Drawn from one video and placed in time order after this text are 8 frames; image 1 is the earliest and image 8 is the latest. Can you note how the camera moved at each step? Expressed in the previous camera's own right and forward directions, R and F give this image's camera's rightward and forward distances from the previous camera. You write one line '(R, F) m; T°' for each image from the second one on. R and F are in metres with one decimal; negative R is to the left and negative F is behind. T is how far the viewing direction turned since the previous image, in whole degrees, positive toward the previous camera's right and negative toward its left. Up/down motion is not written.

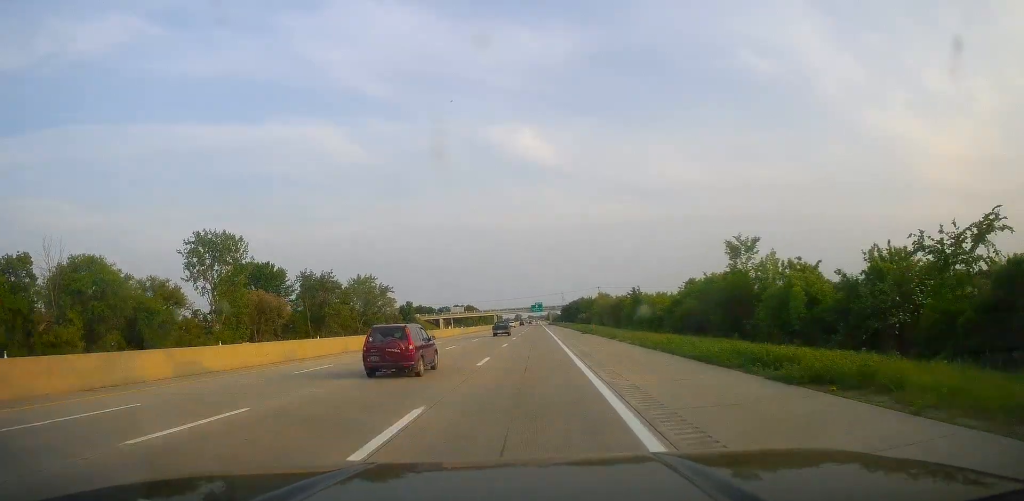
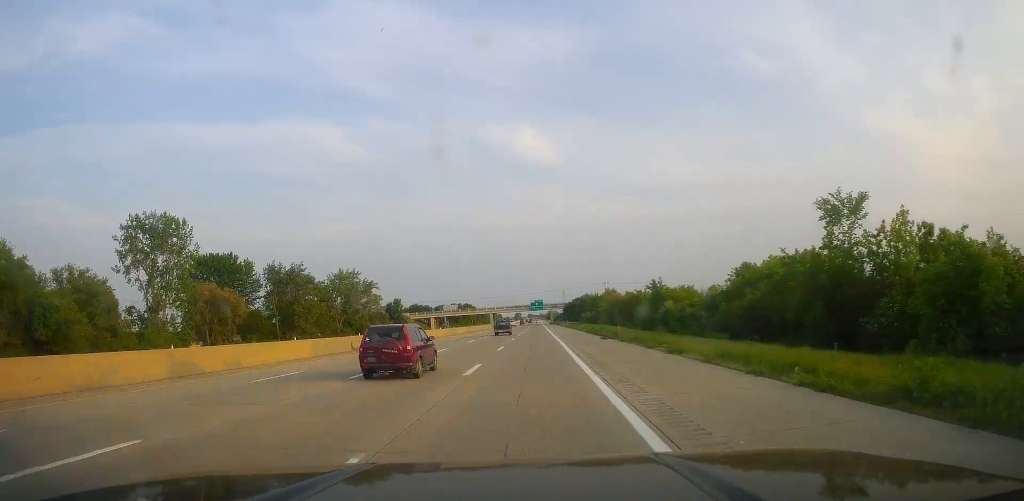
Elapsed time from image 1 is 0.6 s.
(0.0, +19.8) m; -1°
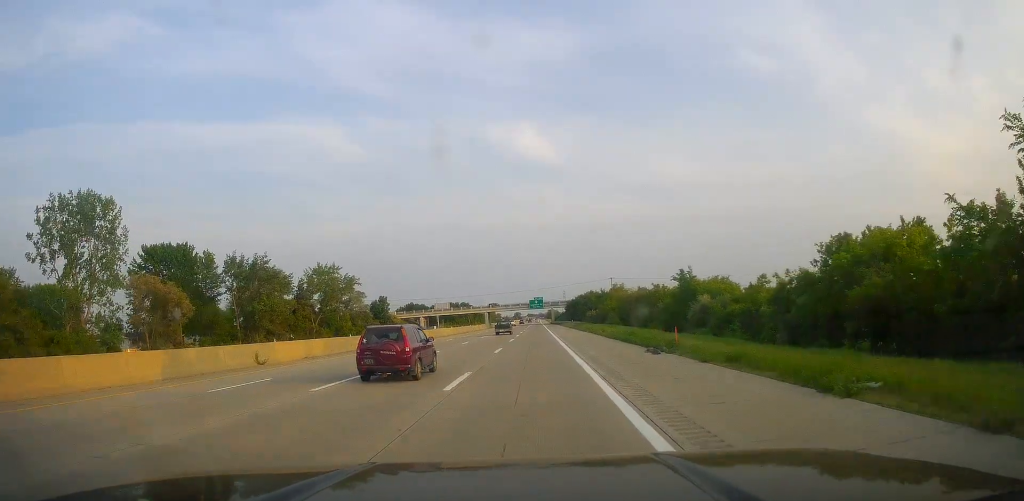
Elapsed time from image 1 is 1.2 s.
(-0.1, +18.8) m; -1°
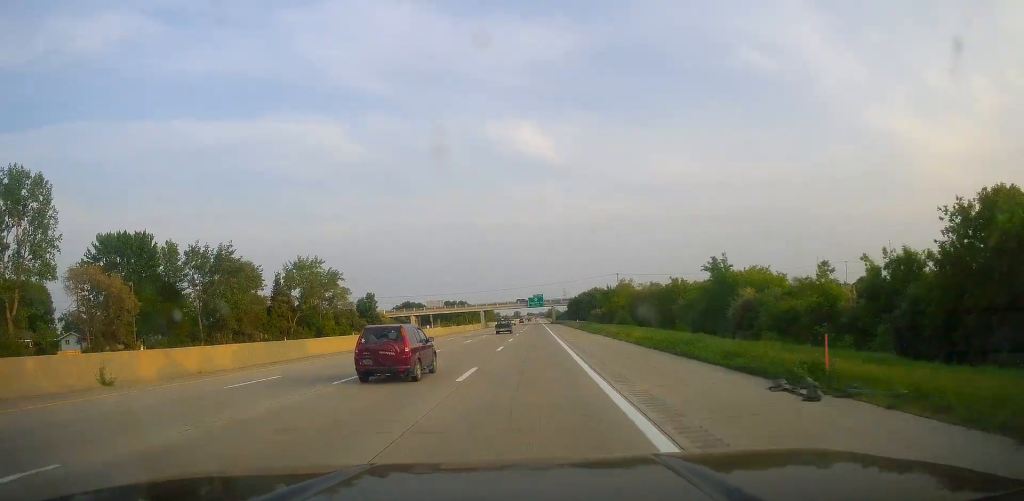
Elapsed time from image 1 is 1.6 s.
(-0.3, +14.4) m; 0°
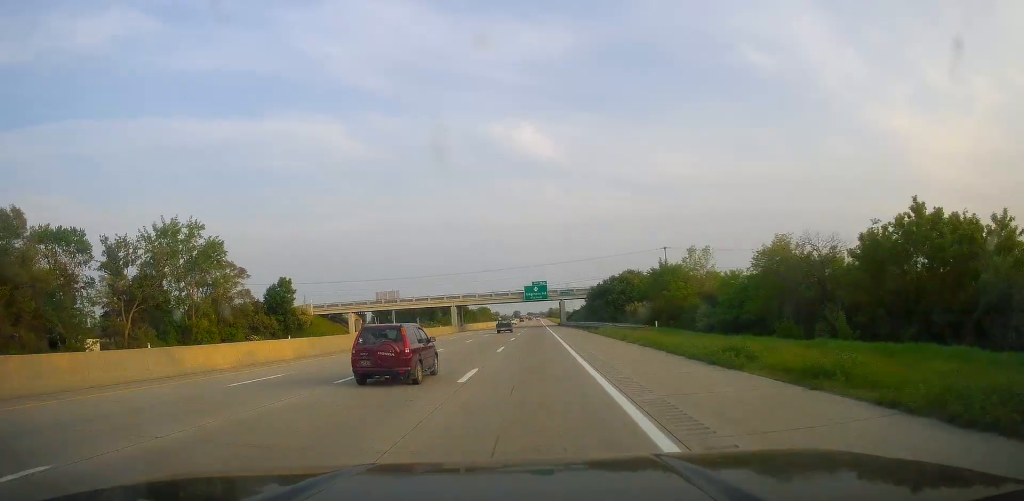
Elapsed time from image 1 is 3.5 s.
(-0.2, +61.8) m; 0°
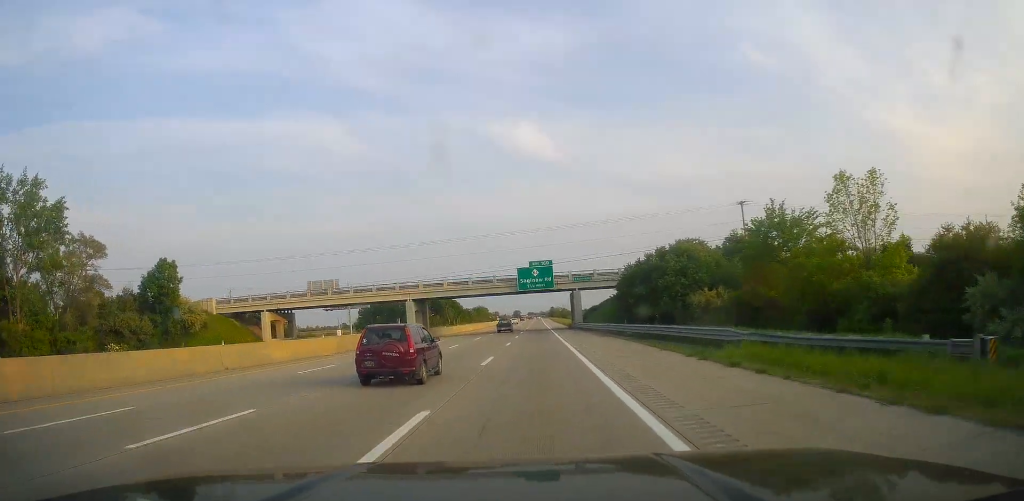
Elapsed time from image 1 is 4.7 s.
(+0.5, +40.5) m; +1°
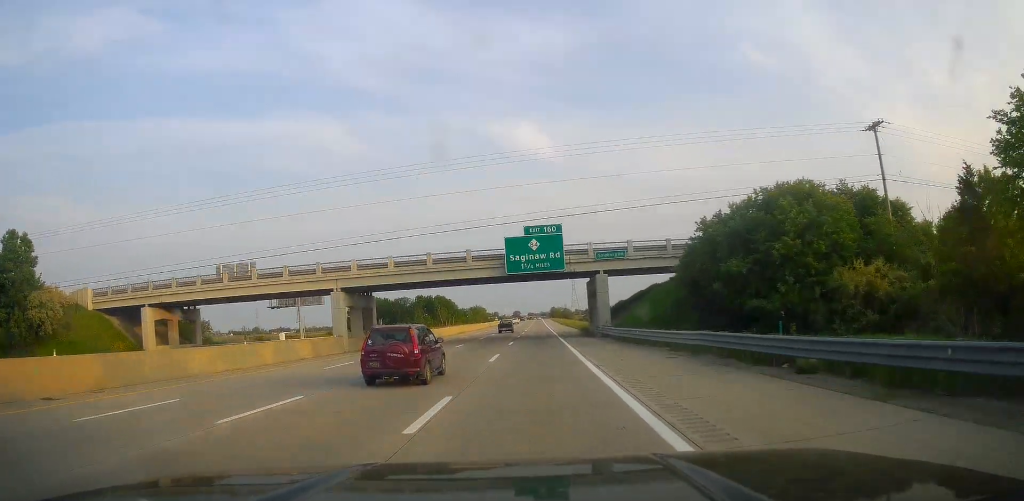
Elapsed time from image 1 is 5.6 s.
(-0.1, +28.6) m; -1°
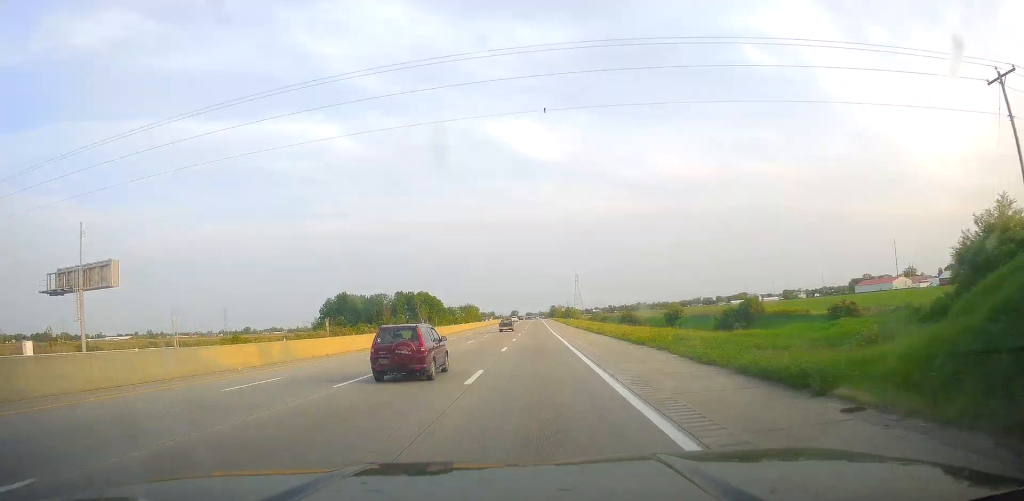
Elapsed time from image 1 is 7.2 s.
(-0.4, +55.0) m; 0°
